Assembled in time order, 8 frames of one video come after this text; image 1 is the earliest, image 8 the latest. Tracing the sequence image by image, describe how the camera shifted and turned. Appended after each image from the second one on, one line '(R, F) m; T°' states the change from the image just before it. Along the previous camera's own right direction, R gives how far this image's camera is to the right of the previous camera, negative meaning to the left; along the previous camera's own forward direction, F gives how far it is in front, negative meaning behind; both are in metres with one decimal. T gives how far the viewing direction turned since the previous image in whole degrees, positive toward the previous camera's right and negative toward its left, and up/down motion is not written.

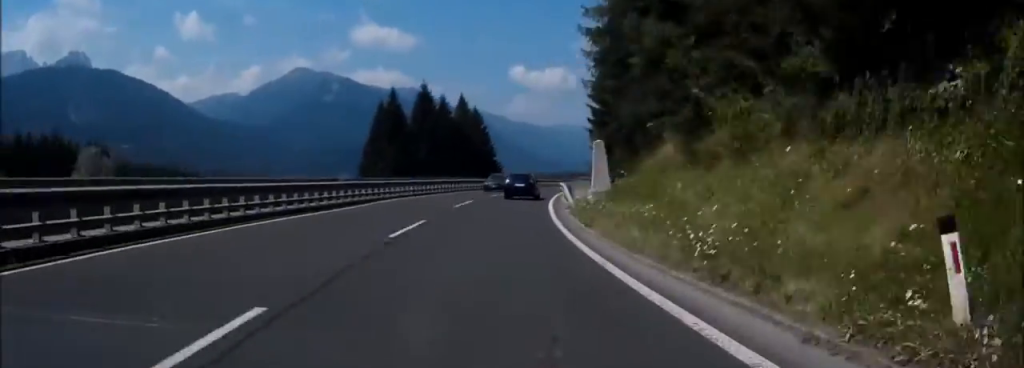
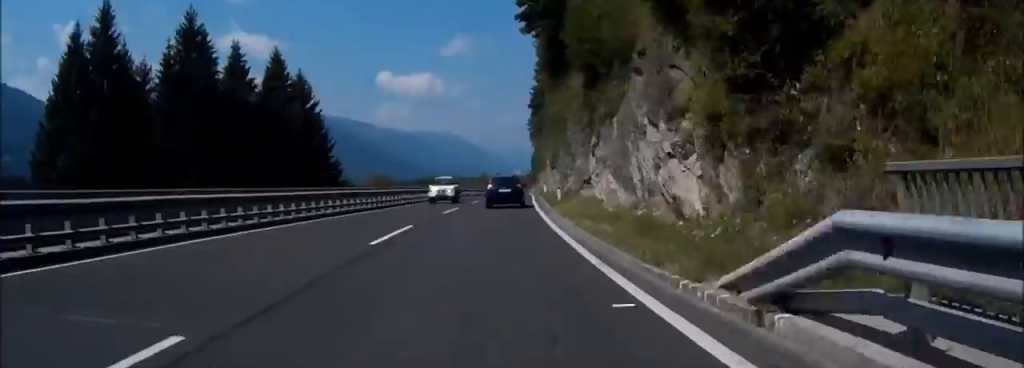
(+4.0, +59.4) m; +8°
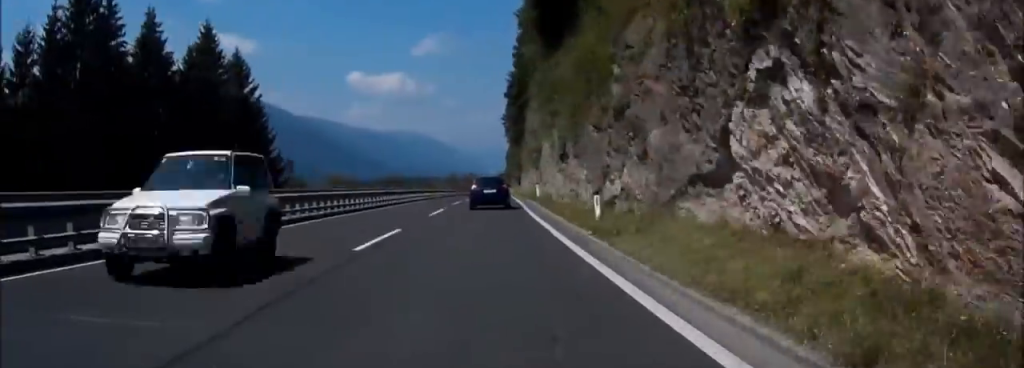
(+0.4, +15.9) m; +2°
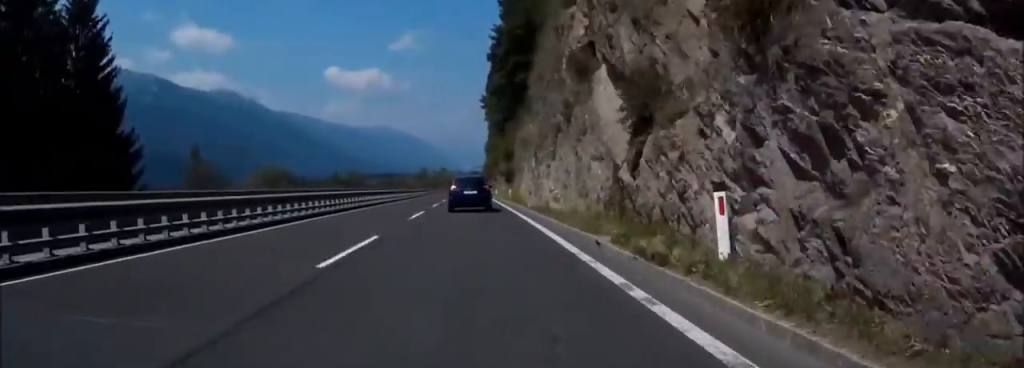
(+1.2, +31.8) m; +3°
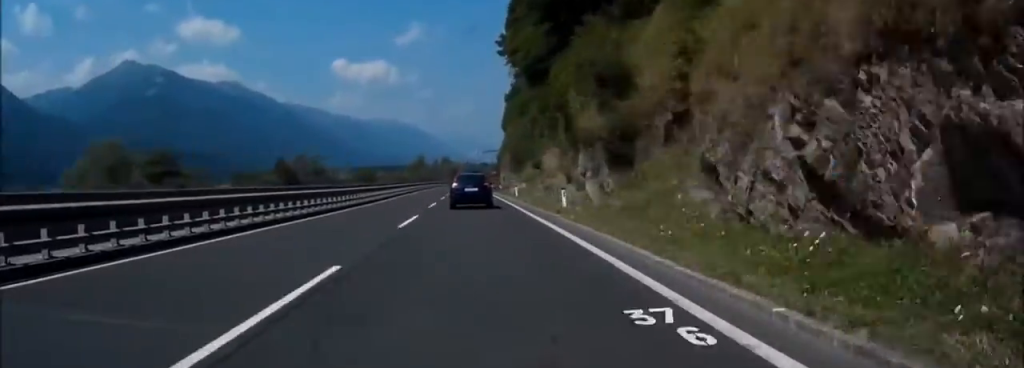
(+0.2, +51.6) m; 0°
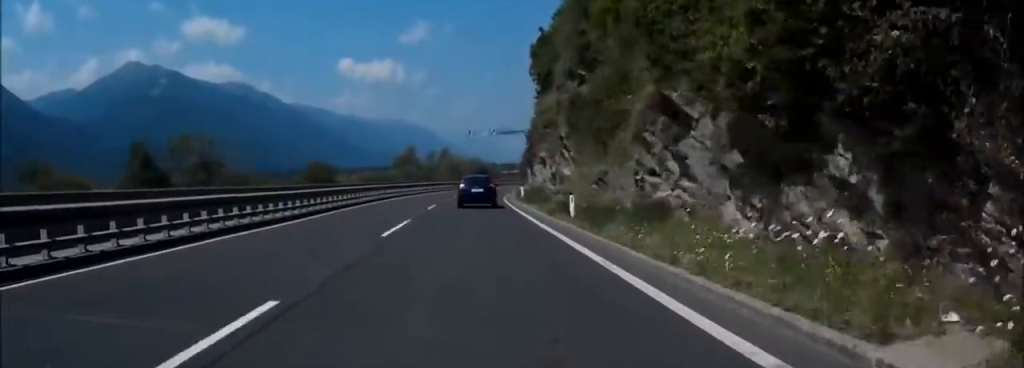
(-0.5, +49.2) m; 0°
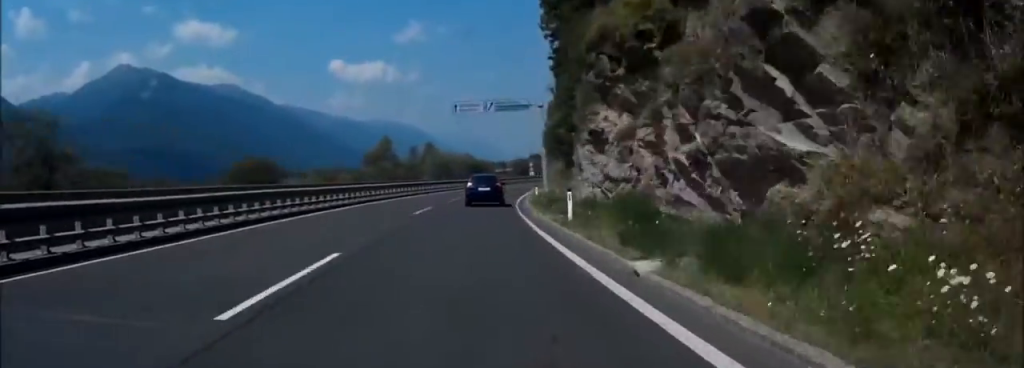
(0.0, +25.7) m; +1°
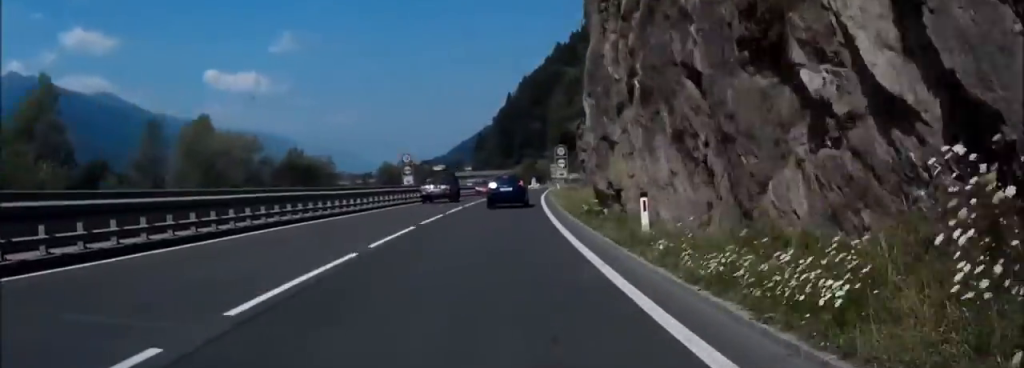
(+5.6, +75.6) m; +10°
